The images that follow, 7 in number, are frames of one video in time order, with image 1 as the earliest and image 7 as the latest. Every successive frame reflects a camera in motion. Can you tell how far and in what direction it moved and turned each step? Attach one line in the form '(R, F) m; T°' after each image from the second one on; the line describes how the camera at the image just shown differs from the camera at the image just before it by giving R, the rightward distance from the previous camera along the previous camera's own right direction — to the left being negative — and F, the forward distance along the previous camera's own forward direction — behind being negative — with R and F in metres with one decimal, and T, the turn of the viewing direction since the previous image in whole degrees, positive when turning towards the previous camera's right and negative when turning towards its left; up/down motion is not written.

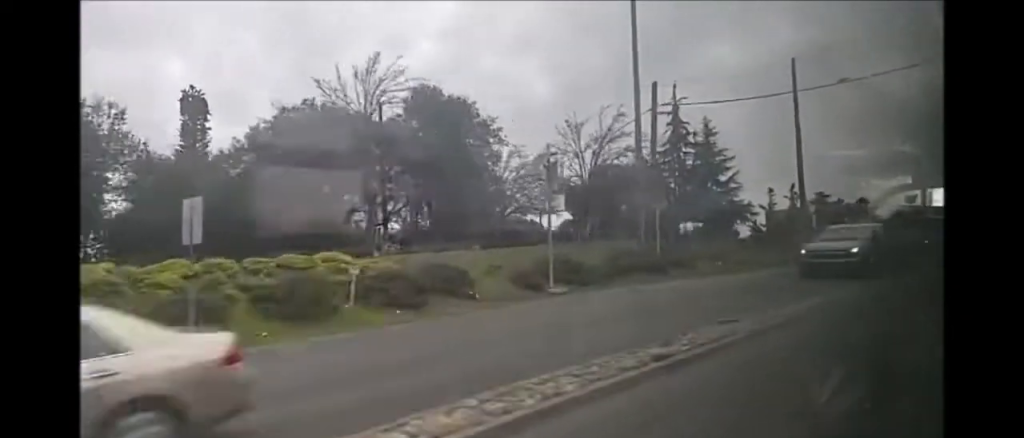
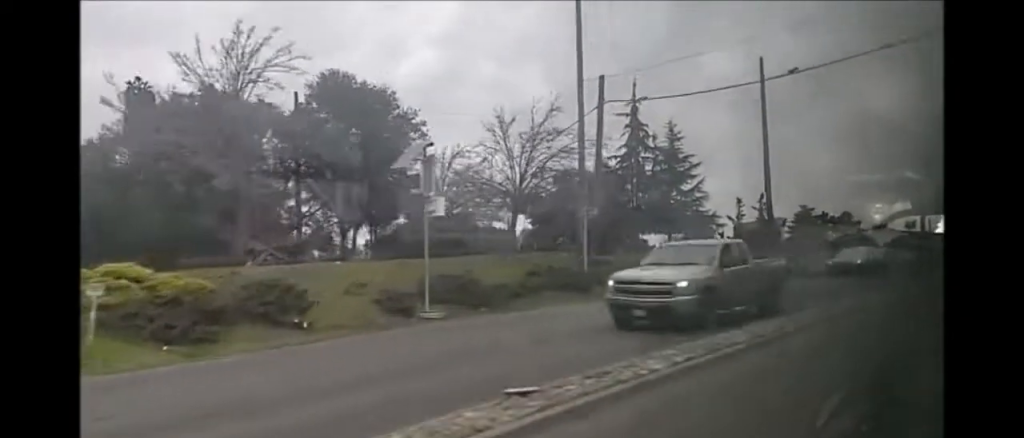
(-0.2, +5.7) m; +1°
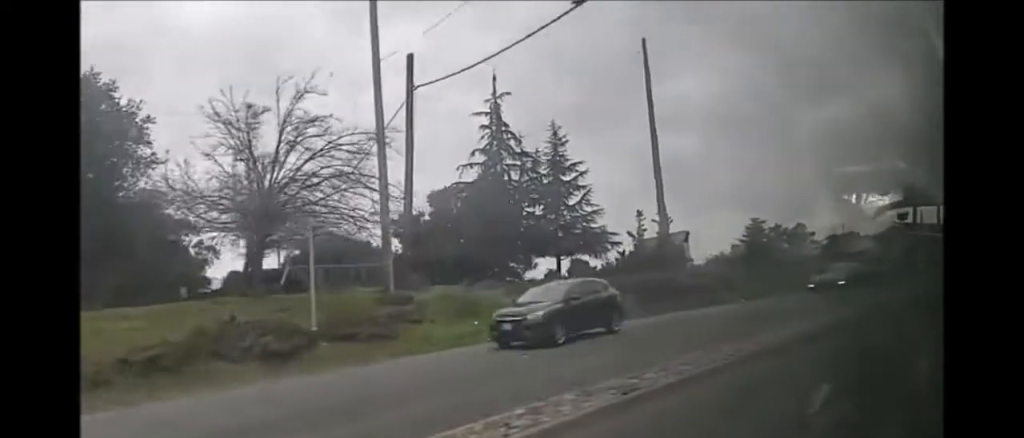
(+0.1, +11.9) m; +3°
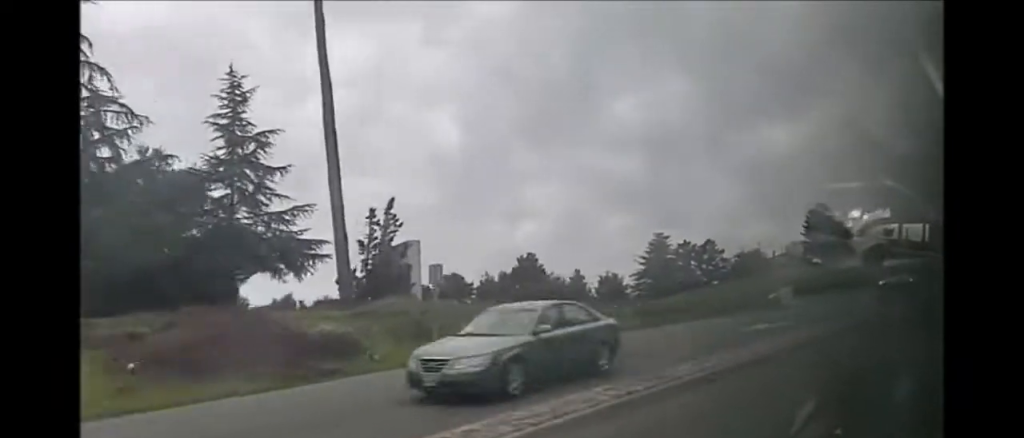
(+0.9, +18.6) m; +1°
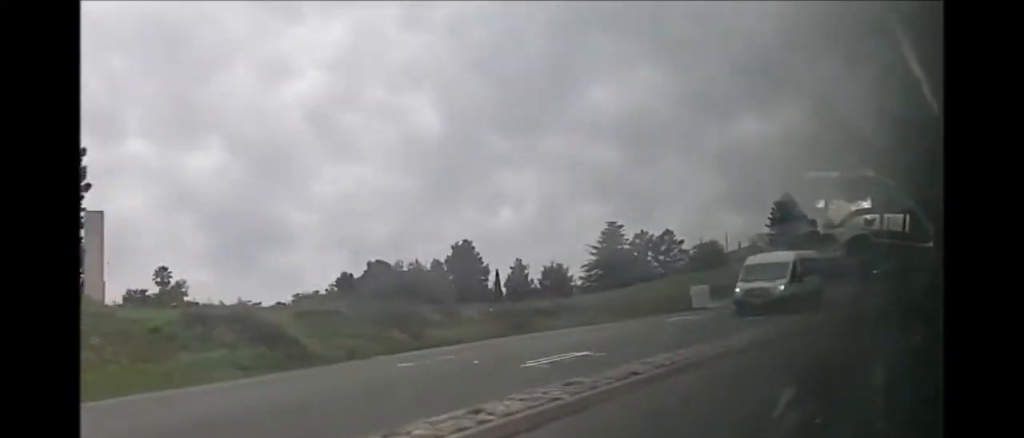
(-0.2, +10.2) m; 0°
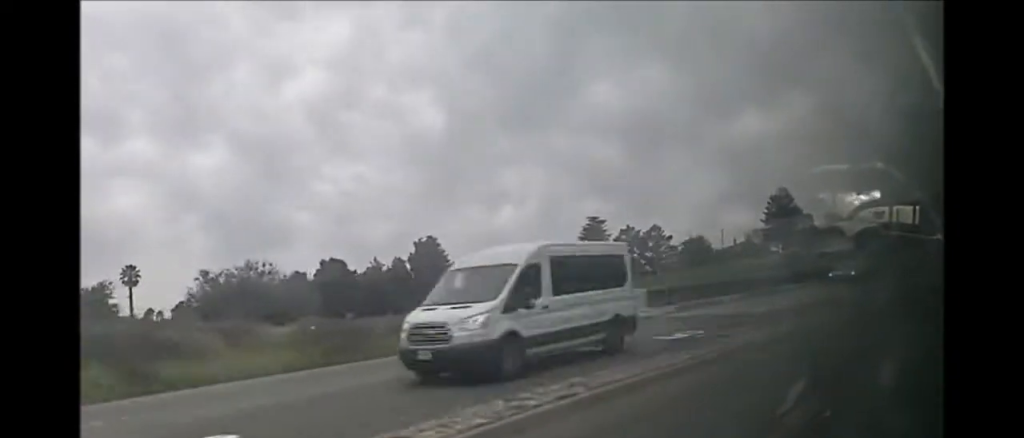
(-0.3, +8.5) m; 0°
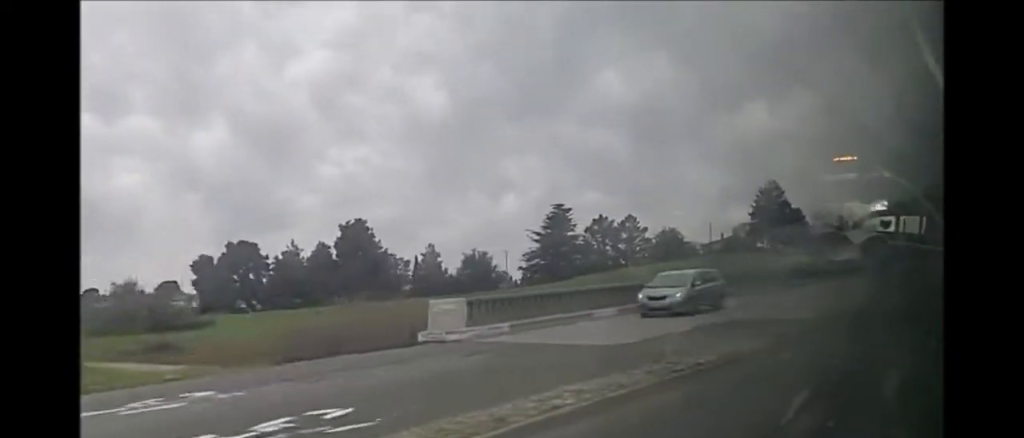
(+0.6, +13.4) m; 0°
